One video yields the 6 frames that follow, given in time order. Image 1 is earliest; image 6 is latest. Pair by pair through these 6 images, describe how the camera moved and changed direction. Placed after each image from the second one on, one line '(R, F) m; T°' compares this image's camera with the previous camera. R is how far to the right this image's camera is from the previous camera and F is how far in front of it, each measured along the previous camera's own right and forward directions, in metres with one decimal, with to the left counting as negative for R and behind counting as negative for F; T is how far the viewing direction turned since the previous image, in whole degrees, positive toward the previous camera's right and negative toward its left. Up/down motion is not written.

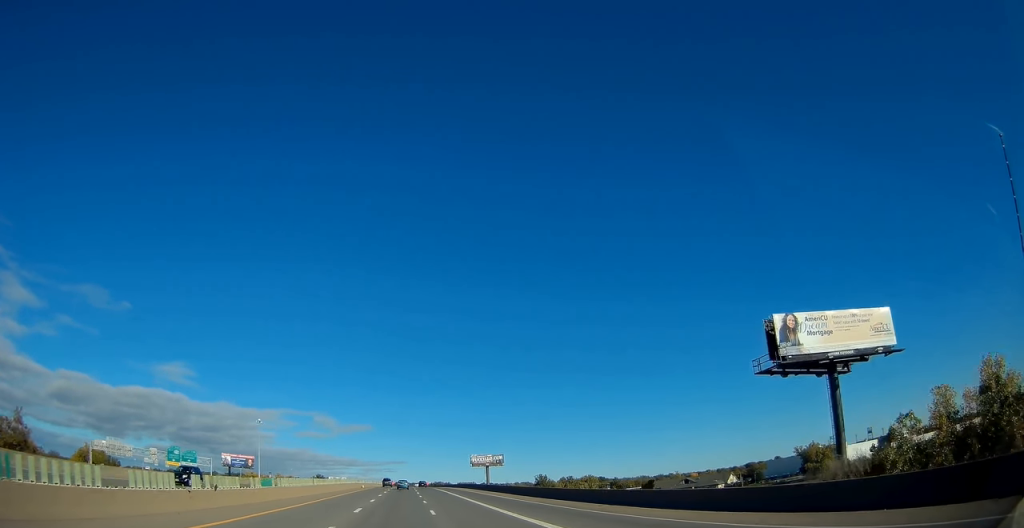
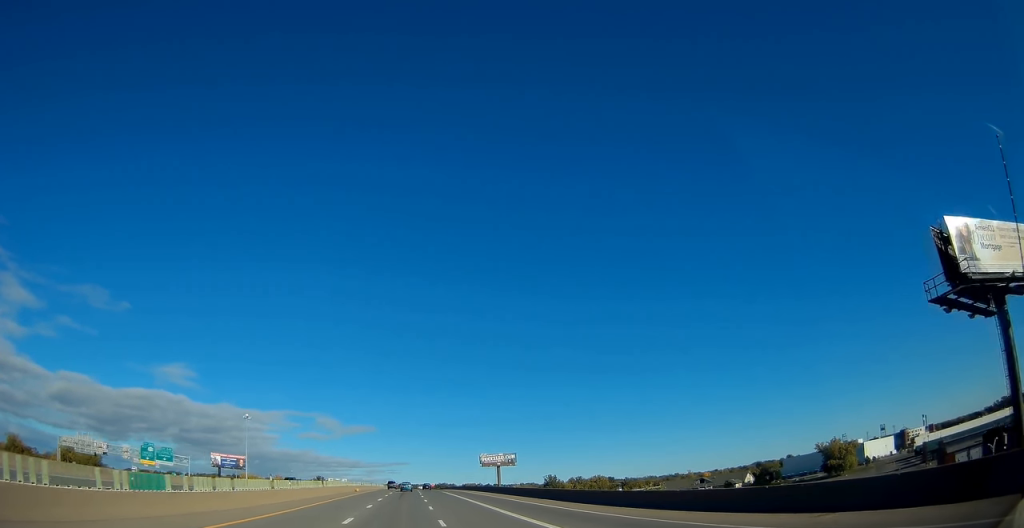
(0.0, +18.5) m; 0°
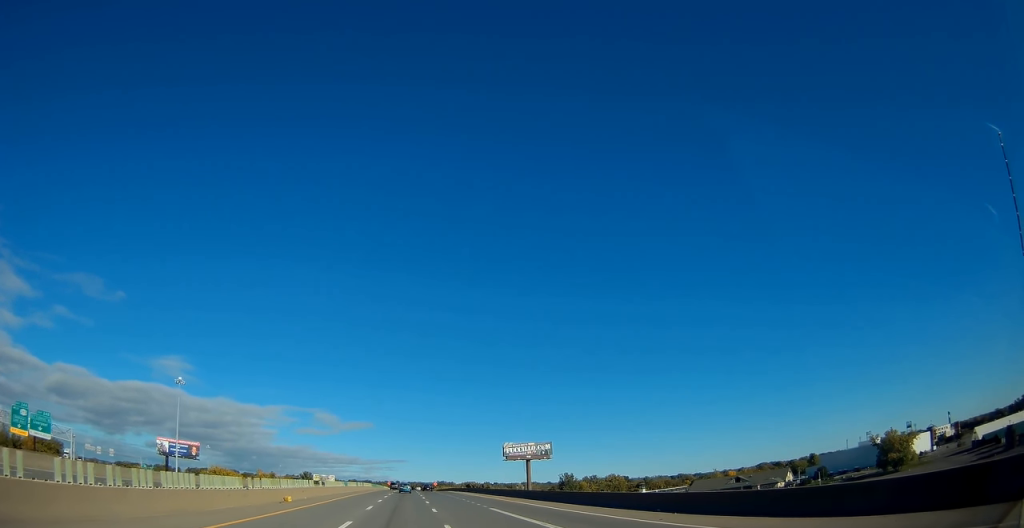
(-0.1, +51.1) m; 0°
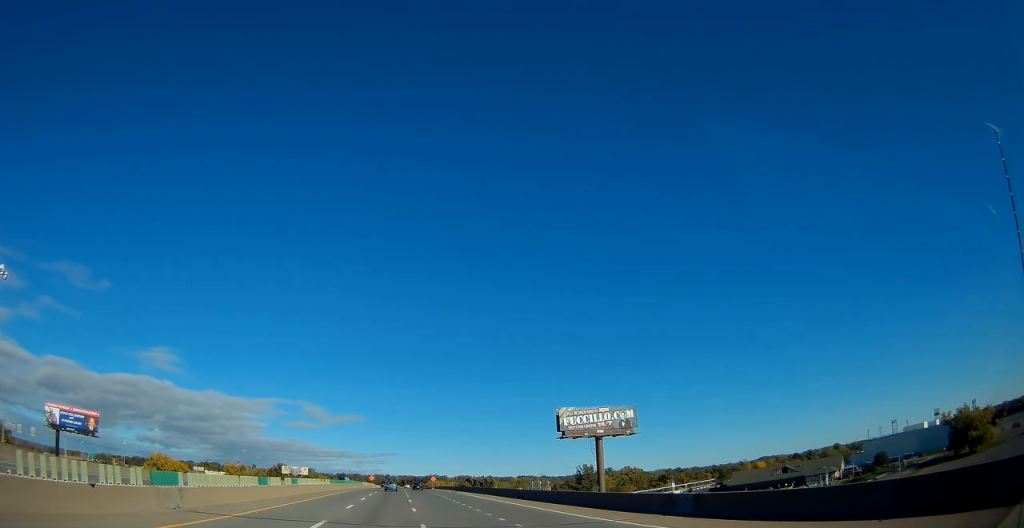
(+0.4, +61.3) m; +1°
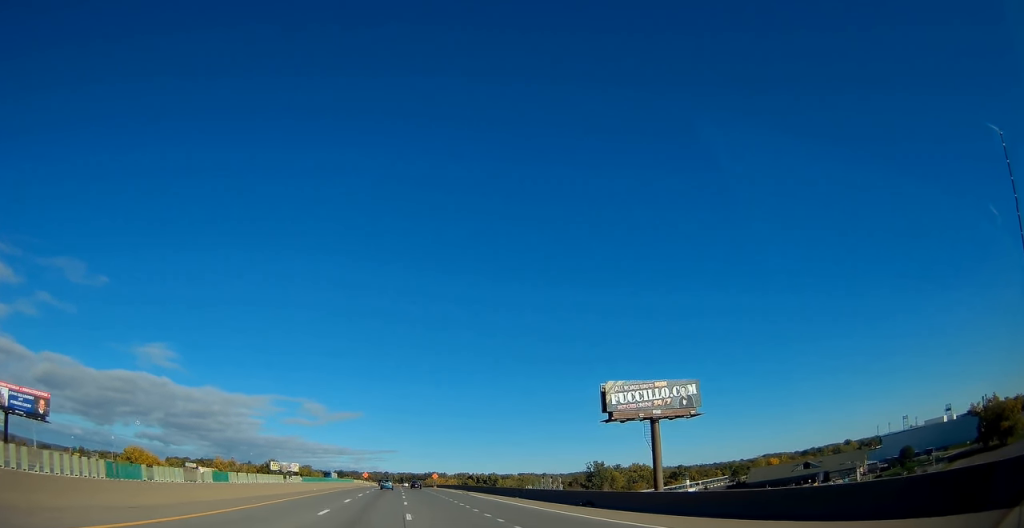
(0.0, +20.1) m; 0°
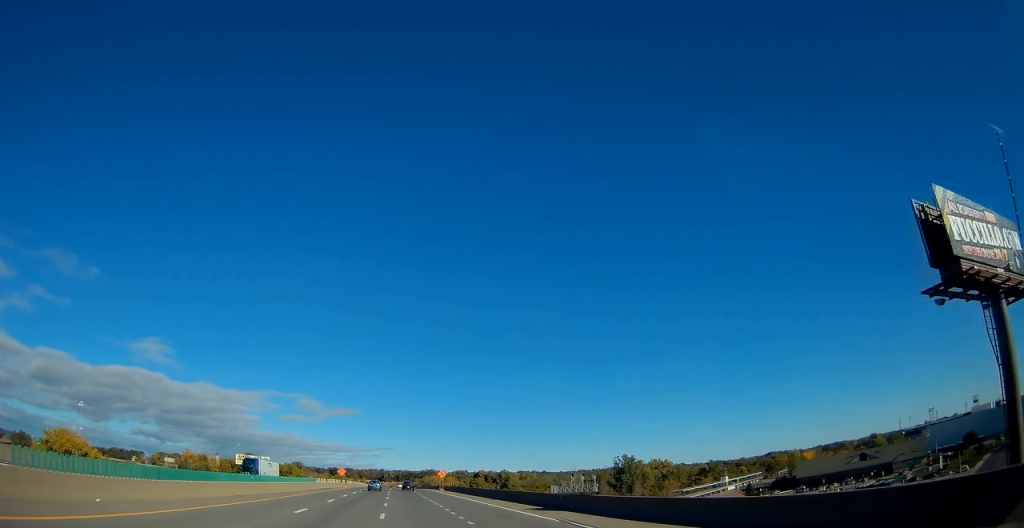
(0.0, +47.1) m; +1°
